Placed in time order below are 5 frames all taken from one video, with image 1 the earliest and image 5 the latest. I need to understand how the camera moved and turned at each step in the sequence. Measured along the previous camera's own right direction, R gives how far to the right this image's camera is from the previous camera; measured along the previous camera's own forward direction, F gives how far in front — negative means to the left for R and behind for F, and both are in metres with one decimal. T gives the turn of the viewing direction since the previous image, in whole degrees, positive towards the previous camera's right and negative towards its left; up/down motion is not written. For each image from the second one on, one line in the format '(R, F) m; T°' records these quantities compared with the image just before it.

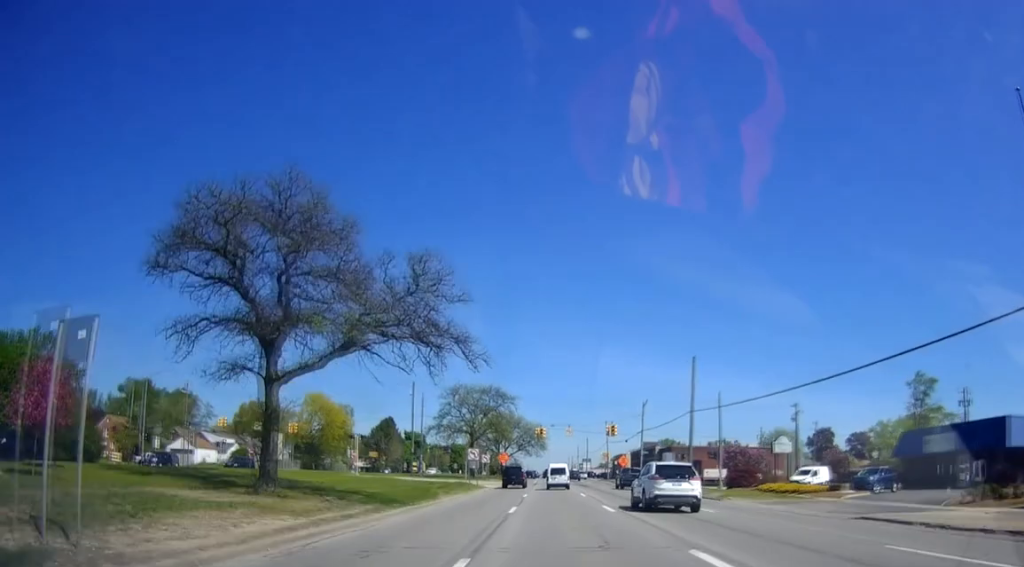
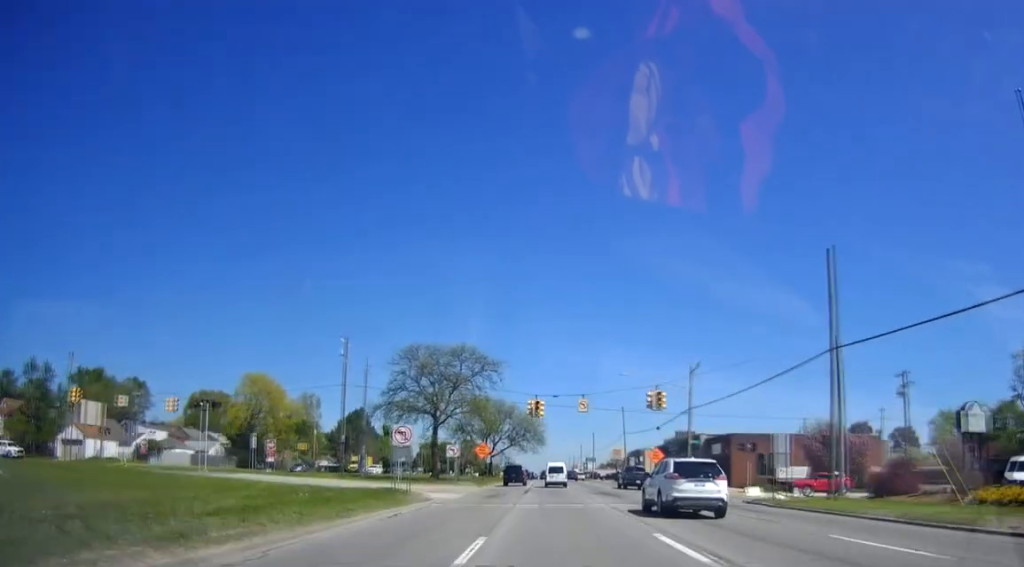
(-0.6, +27.3) m; 0°
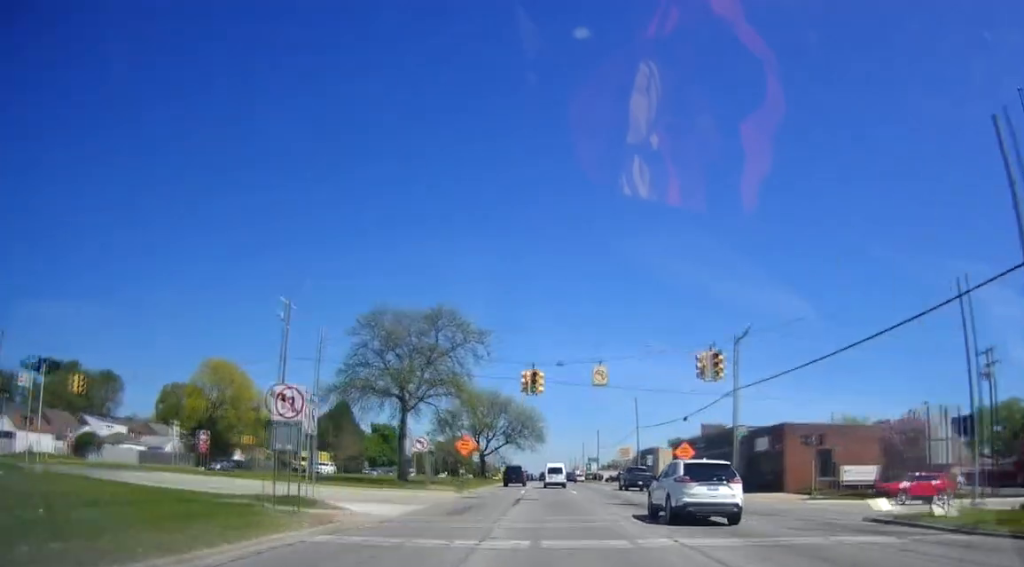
(+0.5, +13.2) m; 0°
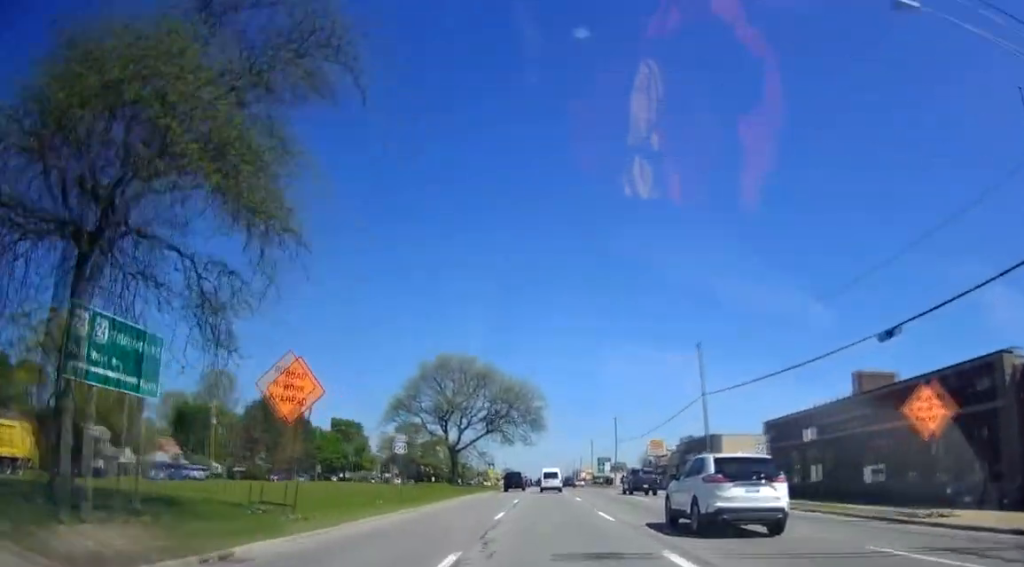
(-0.2, +34.0) m; +1°
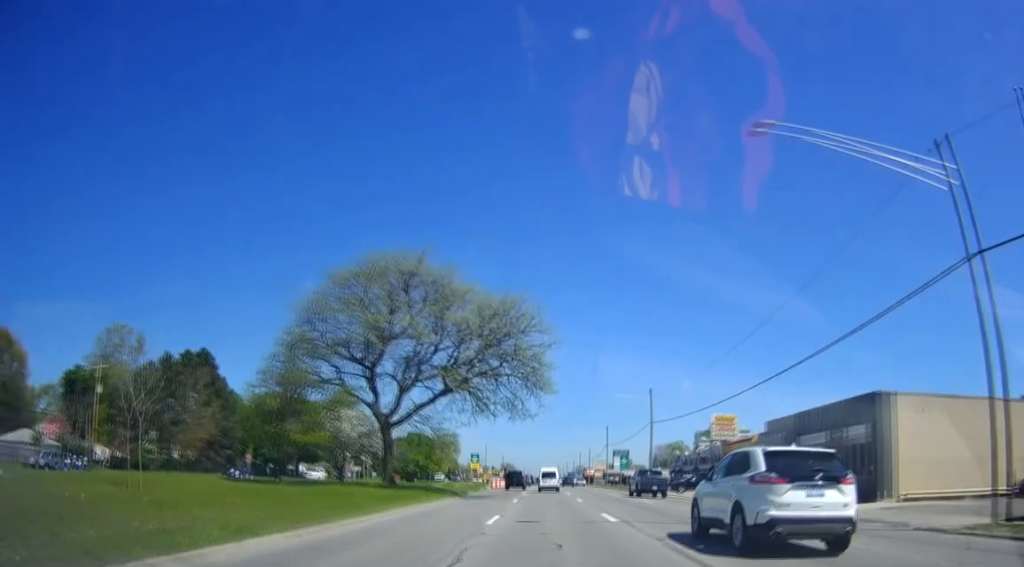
(+0.4, +31.2) m; 0°
